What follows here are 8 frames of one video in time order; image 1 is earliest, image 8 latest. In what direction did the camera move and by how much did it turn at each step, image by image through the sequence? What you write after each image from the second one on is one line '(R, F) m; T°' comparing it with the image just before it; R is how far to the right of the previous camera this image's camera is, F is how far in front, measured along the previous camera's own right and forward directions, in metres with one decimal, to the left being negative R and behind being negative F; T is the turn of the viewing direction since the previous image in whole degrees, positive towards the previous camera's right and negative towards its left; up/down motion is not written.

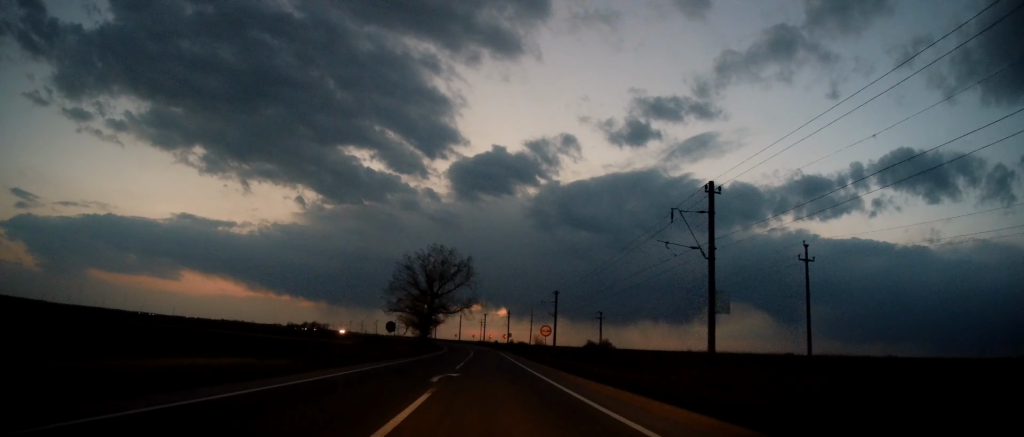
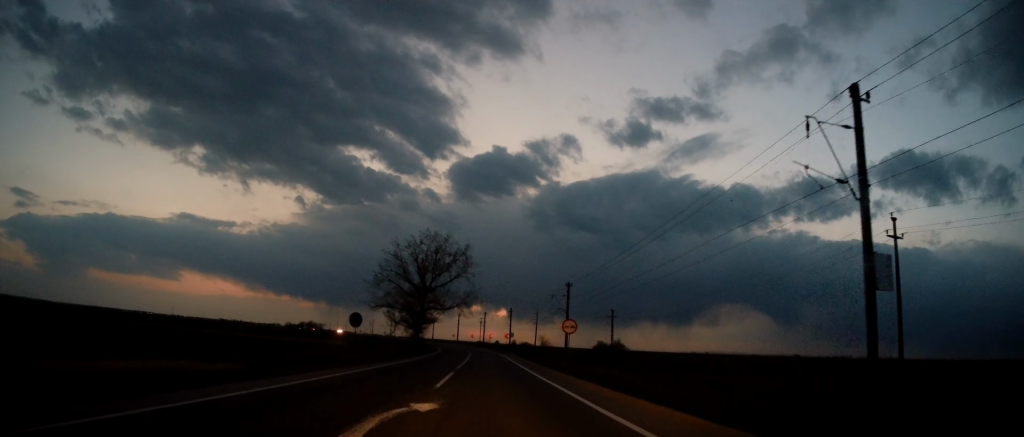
(+0.2, +10.8) m; 0°
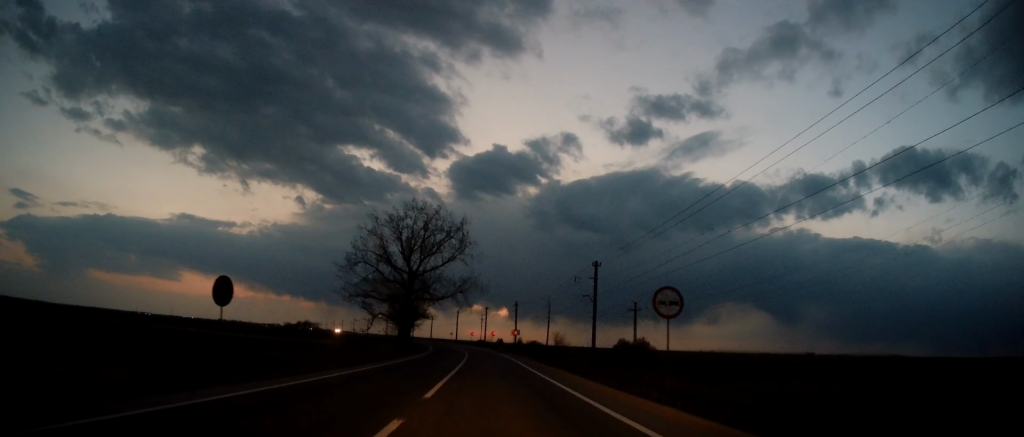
(-0.3, +15.1) m; 0°
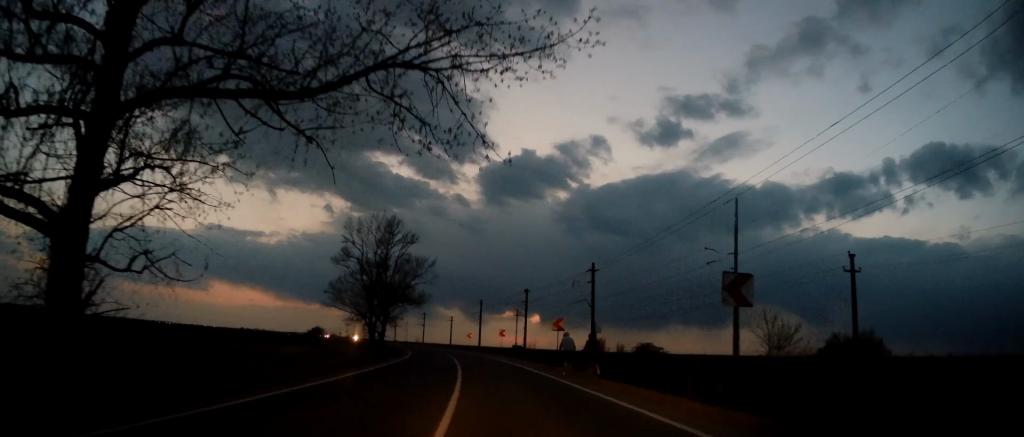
(-0.3, +53.5) m; -2°
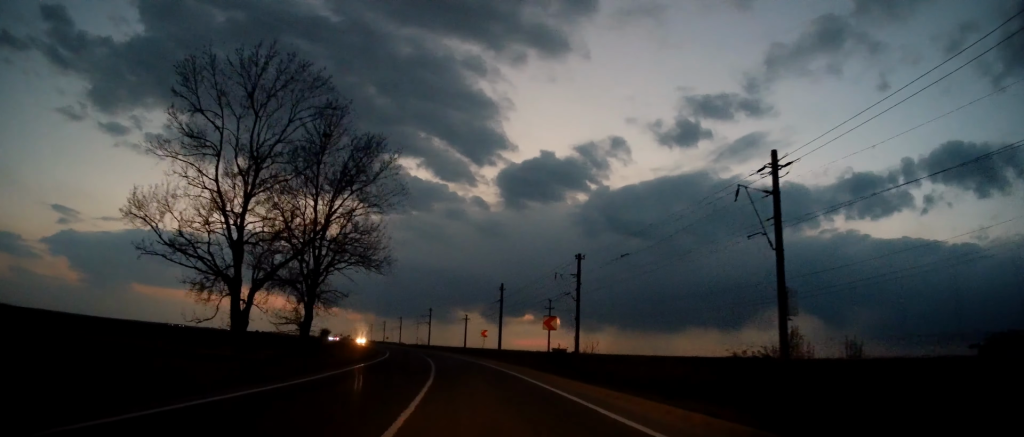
(-0.7, +30.1) m; -3°
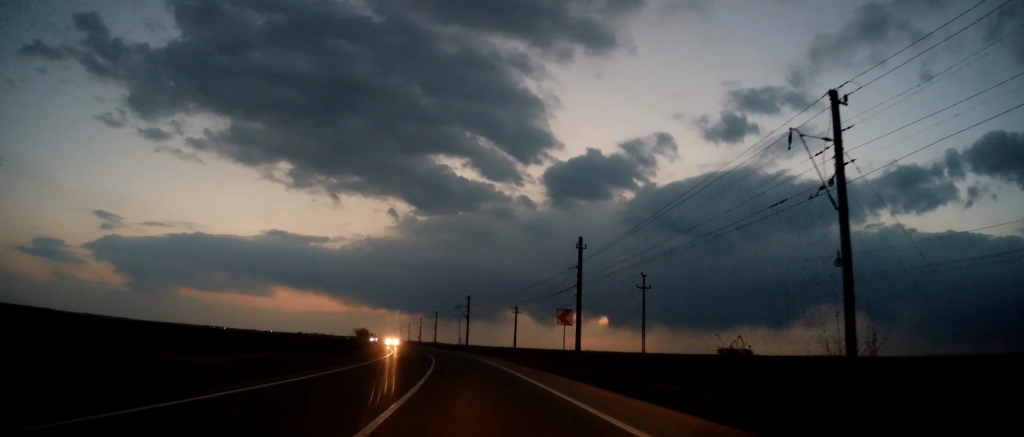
(-0.7, +29.2) m; -4°
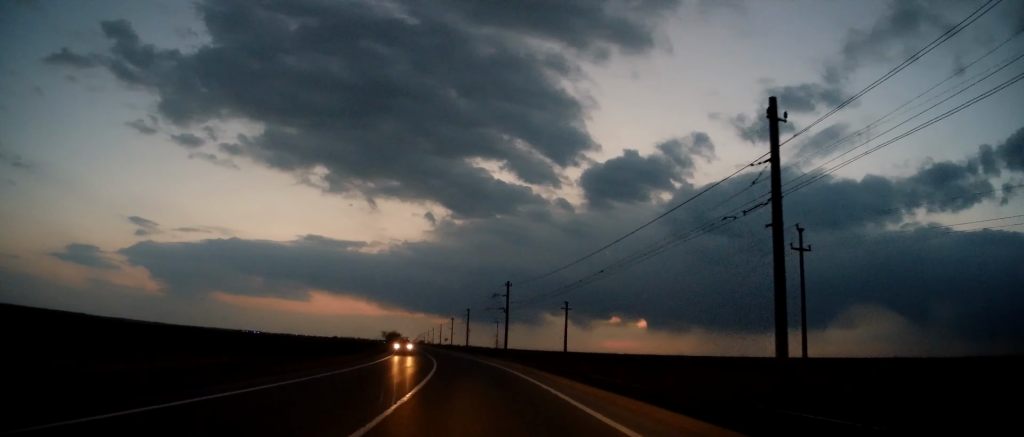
(-0.8, +24.5) m; -4°
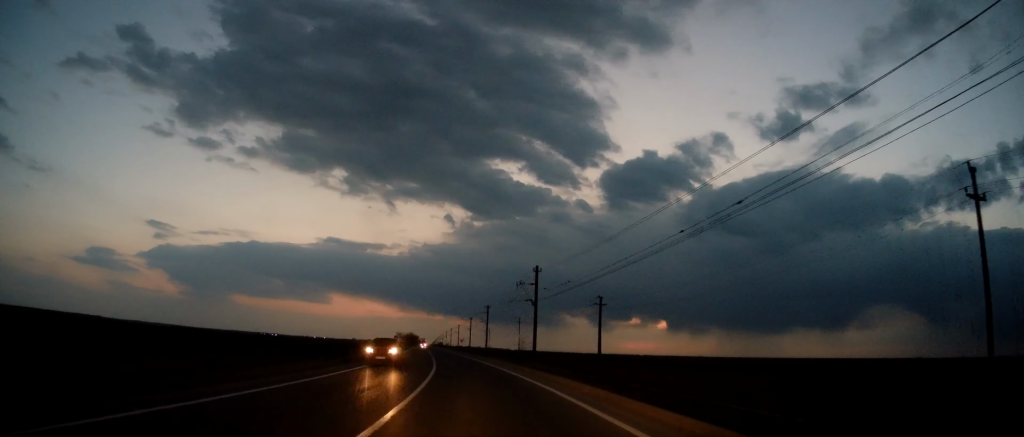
(-0.5, +13.7) m; -2°
